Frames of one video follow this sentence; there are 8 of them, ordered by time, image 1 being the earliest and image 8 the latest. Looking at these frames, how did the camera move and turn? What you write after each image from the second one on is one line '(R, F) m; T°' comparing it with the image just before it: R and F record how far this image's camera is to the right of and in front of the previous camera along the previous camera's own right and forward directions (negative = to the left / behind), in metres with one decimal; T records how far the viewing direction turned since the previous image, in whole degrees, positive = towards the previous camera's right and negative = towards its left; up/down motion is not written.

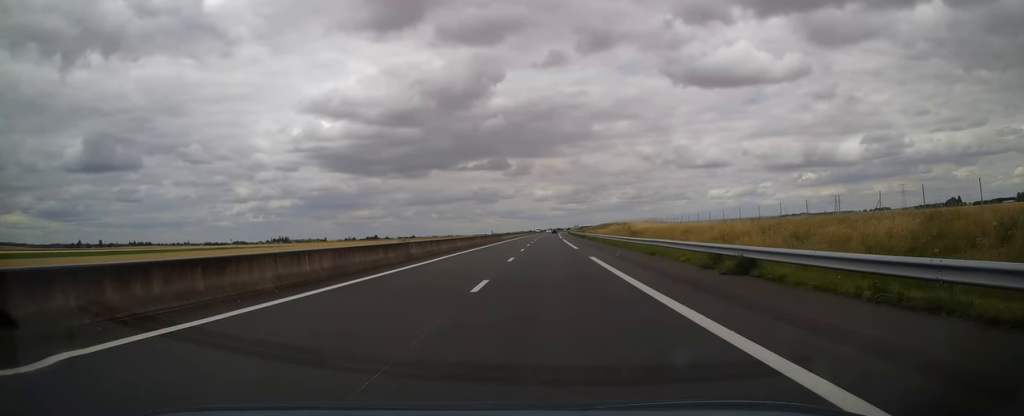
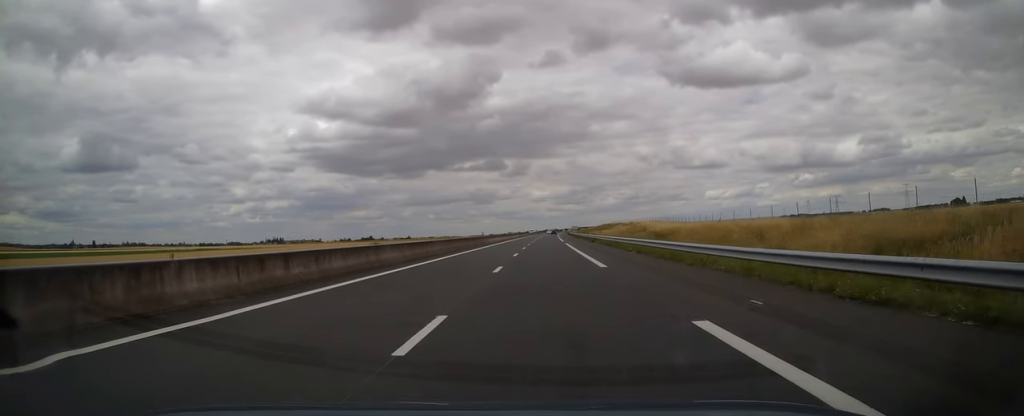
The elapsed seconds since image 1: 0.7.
(0.0, +19.5) m; 0°
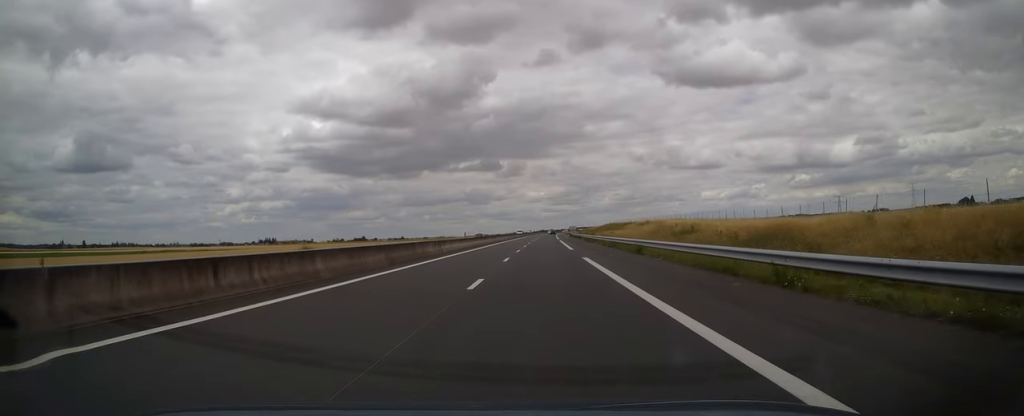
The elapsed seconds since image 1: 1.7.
(0.0, +31.2) m; 0°
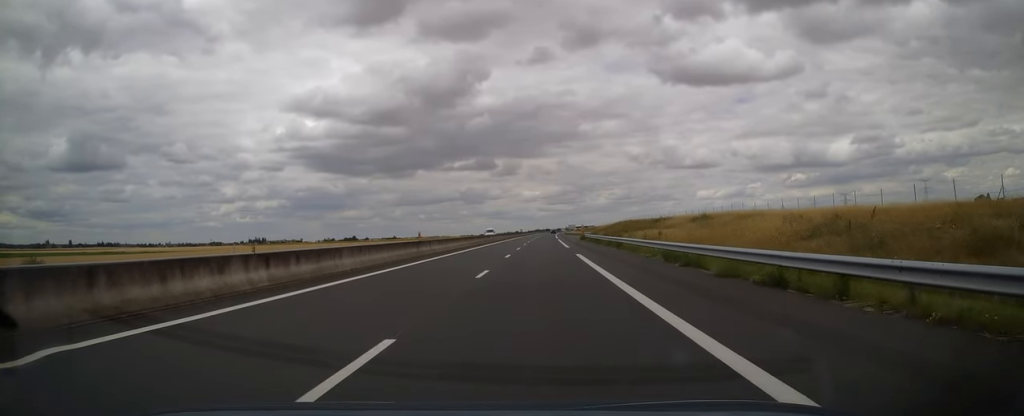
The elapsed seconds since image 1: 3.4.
(0.0, +48.3) m; 0°
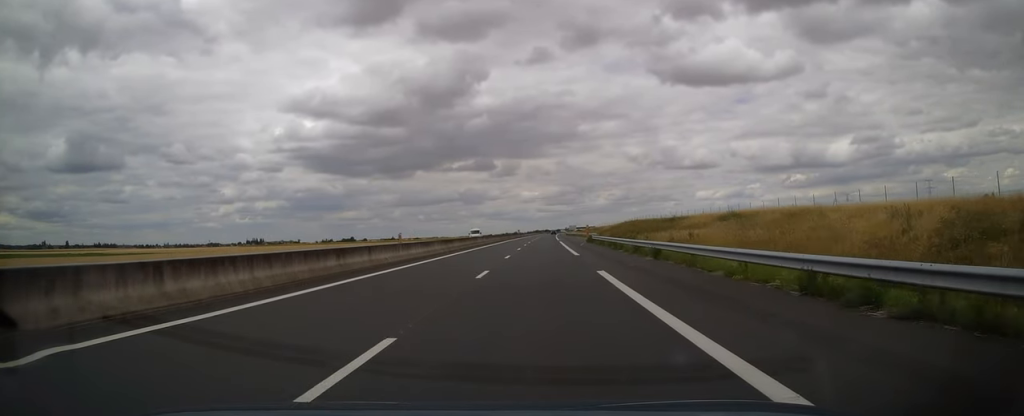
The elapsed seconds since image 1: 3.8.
(-0.1, +12.7) m; 0°
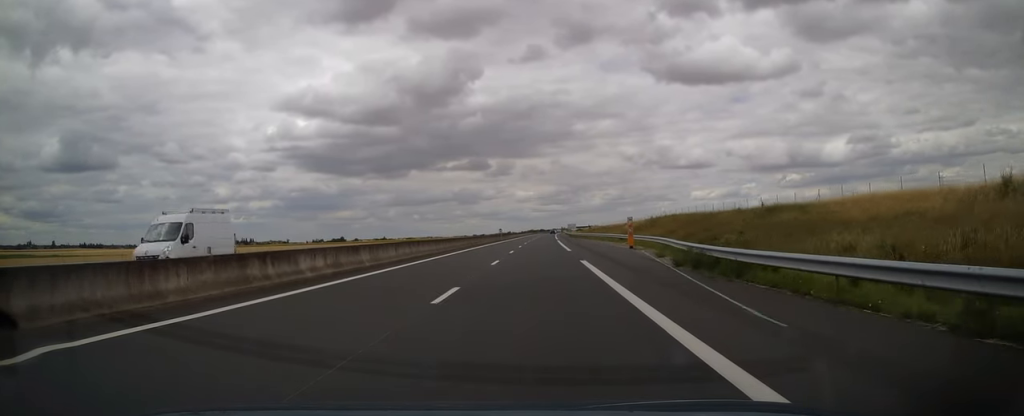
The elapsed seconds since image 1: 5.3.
(+0.3, +44.9) m; 0°
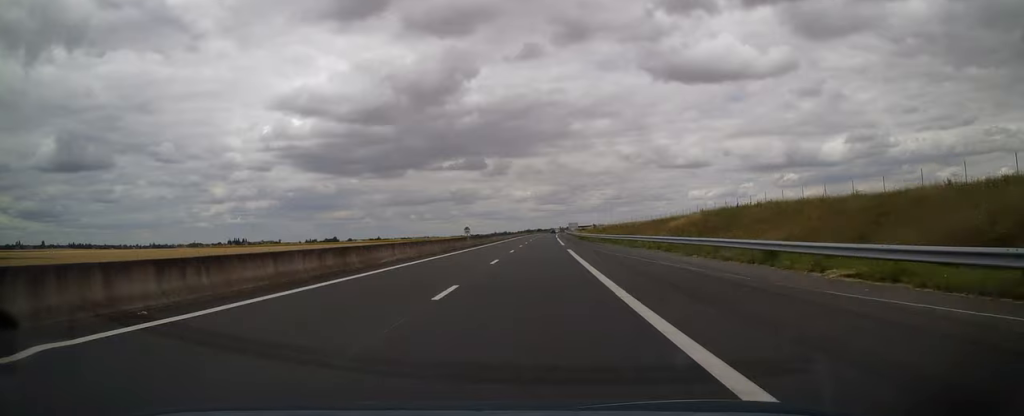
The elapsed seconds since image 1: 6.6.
(+0.1, +38.1) m; +1°
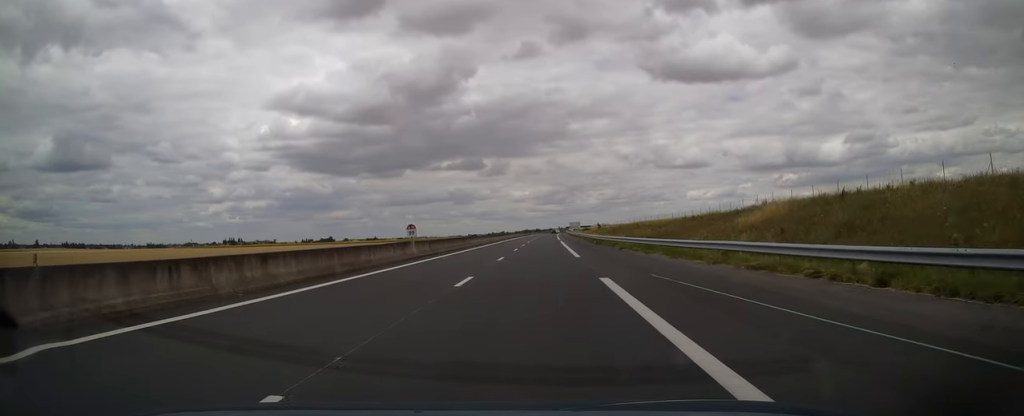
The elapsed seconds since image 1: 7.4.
(+0.1, +22.9) m; 0°
